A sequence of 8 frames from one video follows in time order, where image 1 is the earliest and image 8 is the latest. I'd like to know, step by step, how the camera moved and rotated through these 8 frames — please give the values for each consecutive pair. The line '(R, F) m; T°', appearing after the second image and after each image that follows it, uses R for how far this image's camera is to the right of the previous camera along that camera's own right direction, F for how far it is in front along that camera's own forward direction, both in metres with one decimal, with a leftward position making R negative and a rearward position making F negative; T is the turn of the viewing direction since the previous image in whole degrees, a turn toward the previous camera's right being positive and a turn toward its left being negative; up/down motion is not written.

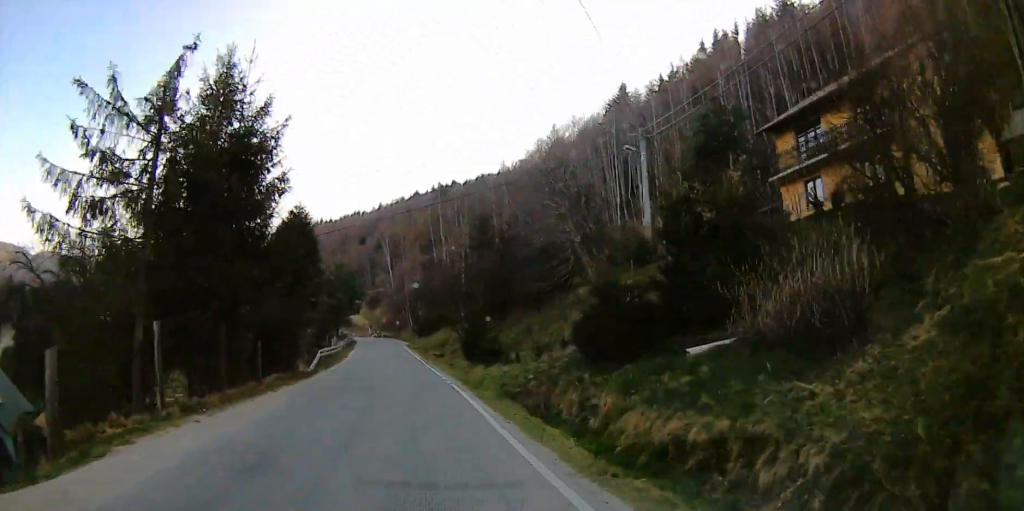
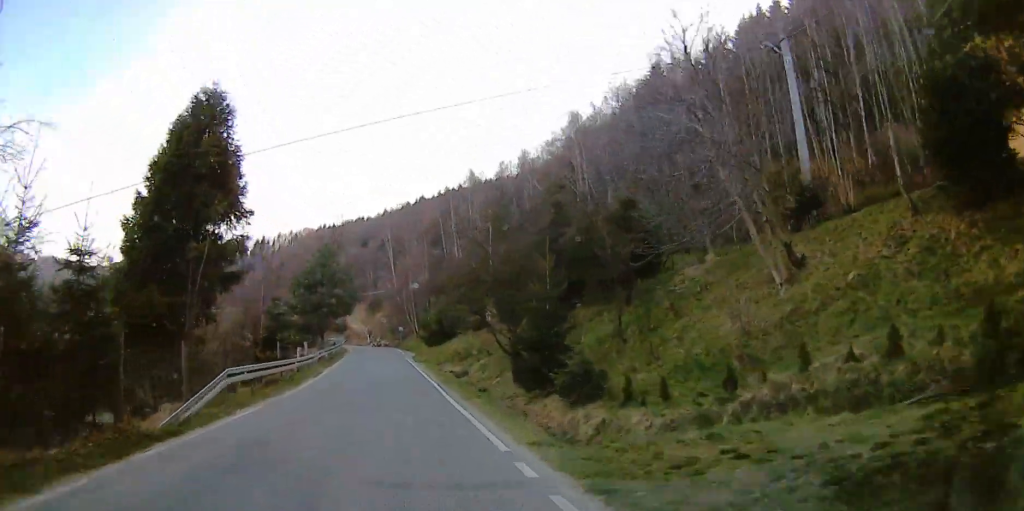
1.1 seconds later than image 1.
(-0.1, +14.4) m; -3°
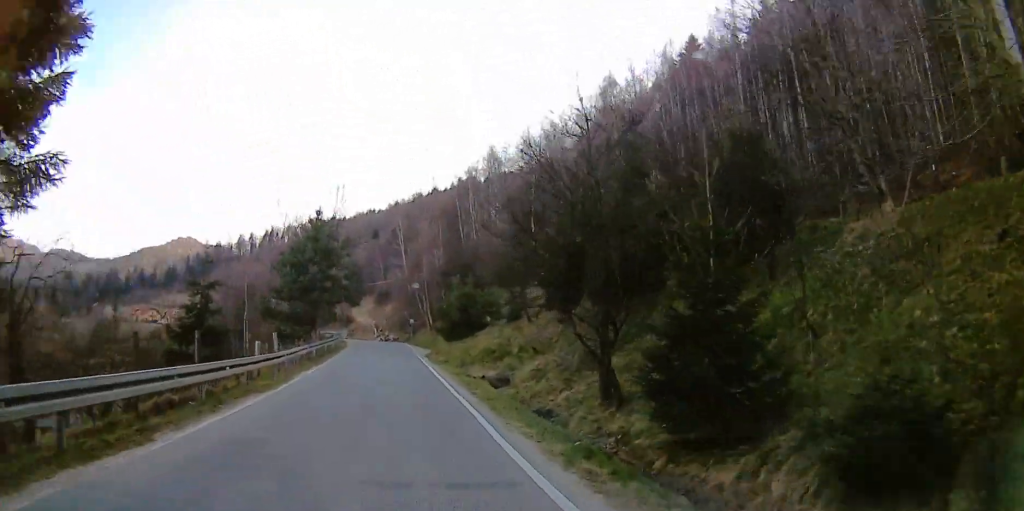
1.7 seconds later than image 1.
(-0.2, +9.3) m; -3°
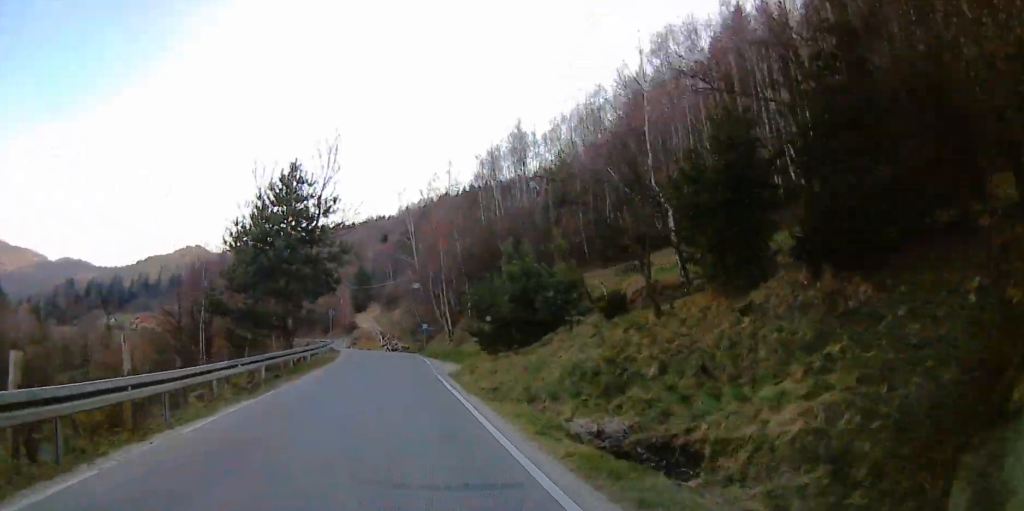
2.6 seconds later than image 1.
(-0.4, +14.3) m; 0°
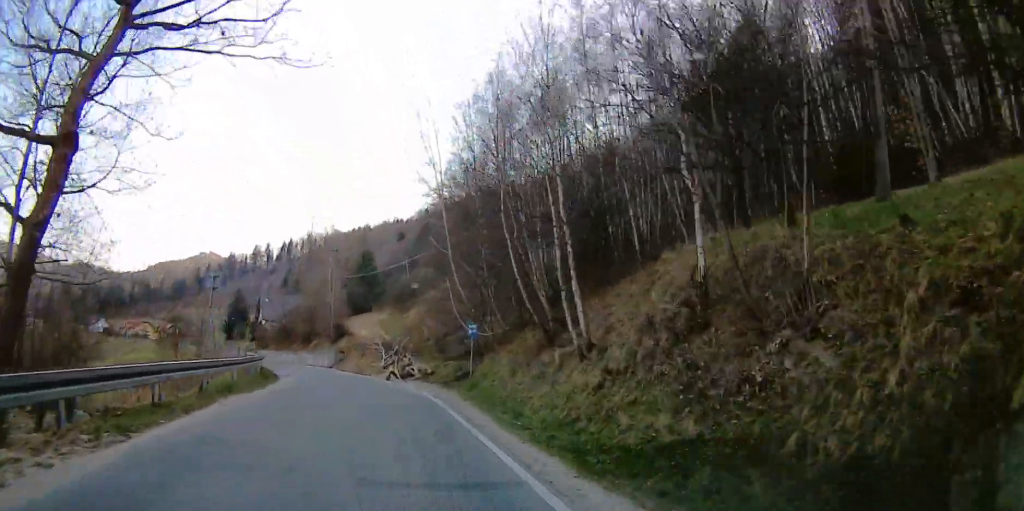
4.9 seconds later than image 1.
(+1.2, +31.9) m; +2°
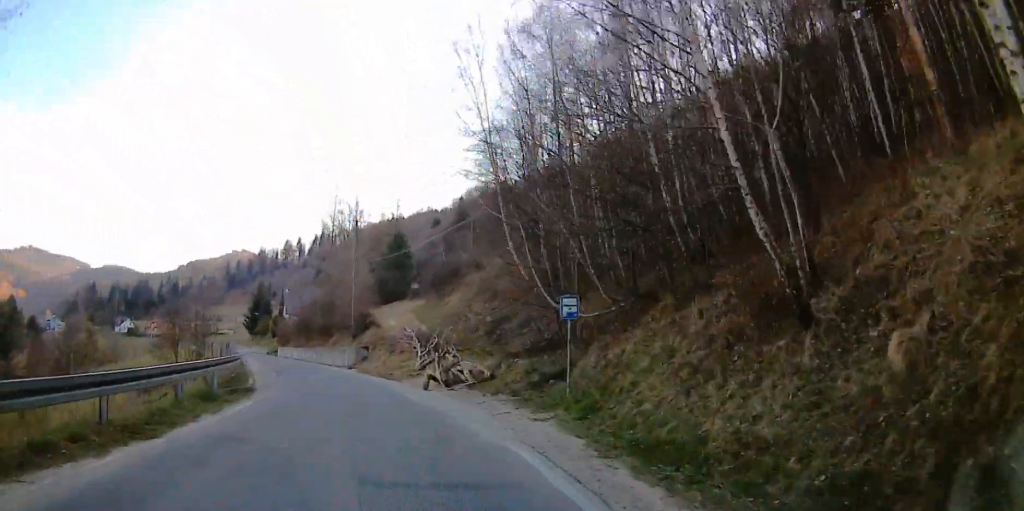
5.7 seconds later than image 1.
(+0.1, +9.9) m; -4°
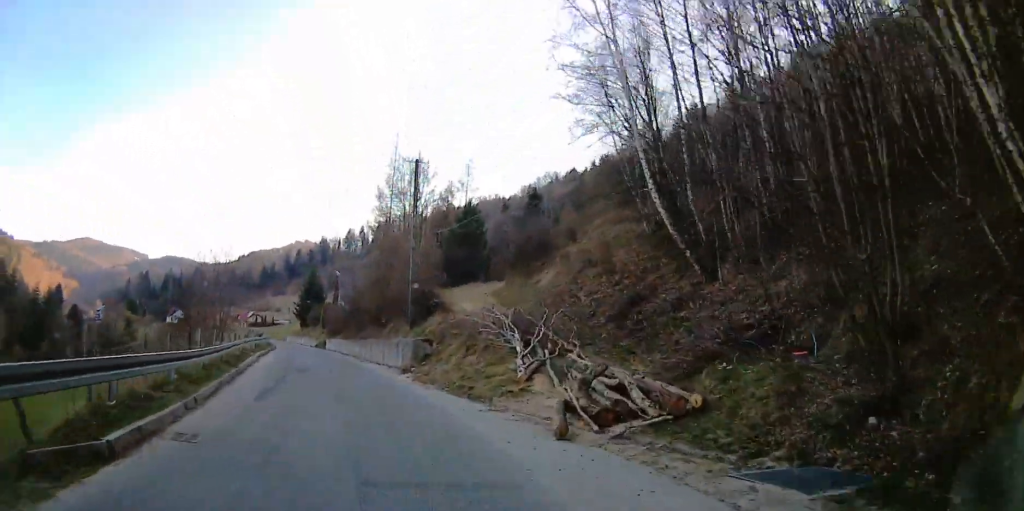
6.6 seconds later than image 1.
(-0.8, +11.6) m; -7°
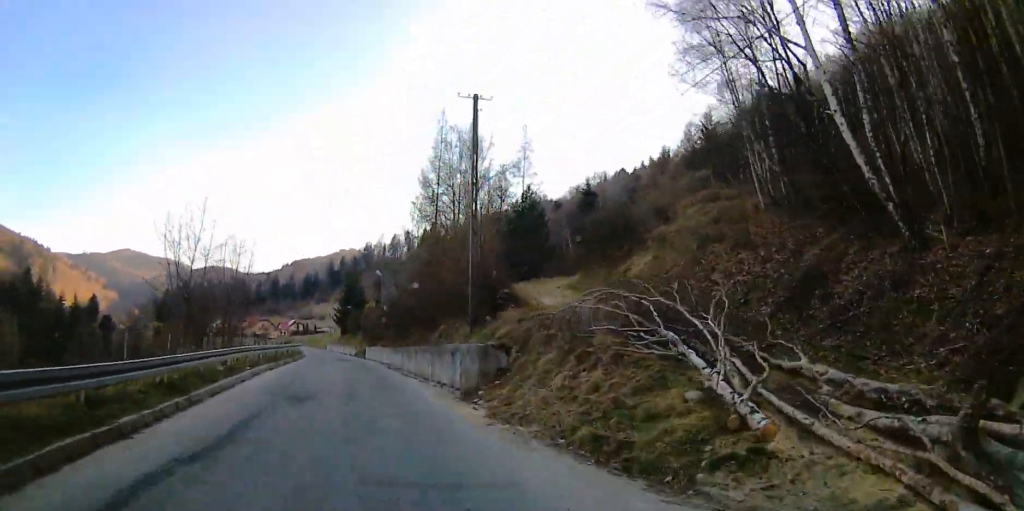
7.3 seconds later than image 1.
(-0.4, +9.3) m; -4°
